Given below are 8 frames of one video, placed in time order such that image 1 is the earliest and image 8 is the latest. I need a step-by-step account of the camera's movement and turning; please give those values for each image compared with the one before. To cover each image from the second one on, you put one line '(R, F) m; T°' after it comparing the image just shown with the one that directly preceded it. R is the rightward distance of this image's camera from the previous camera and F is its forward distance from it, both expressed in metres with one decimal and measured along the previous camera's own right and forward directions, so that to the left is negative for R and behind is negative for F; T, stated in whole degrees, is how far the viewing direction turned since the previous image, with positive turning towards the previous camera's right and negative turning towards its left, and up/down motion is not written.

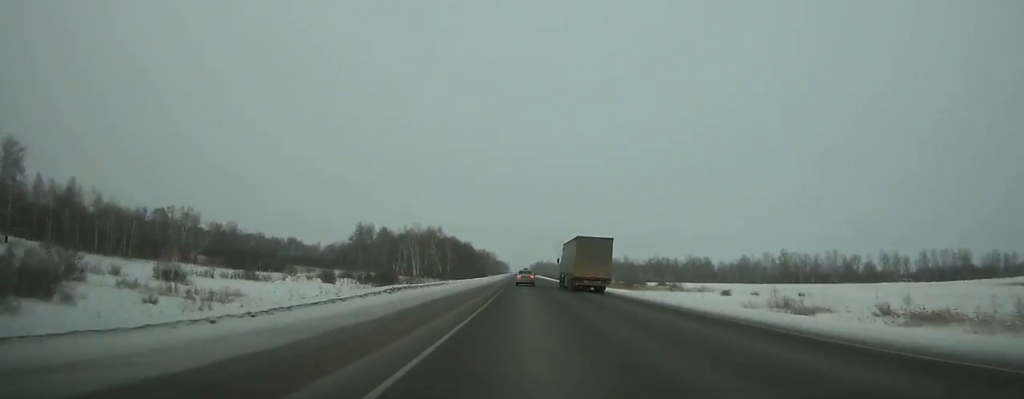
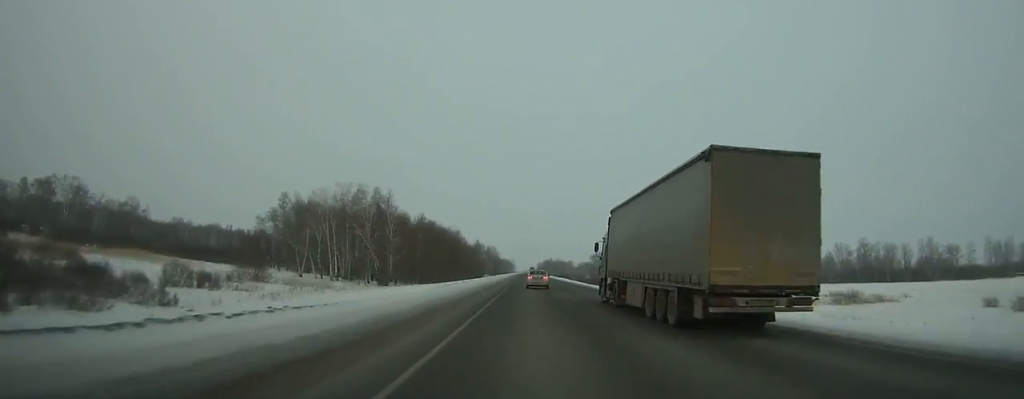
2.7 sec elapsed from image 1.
(-0.2, +87.1) m; 0°
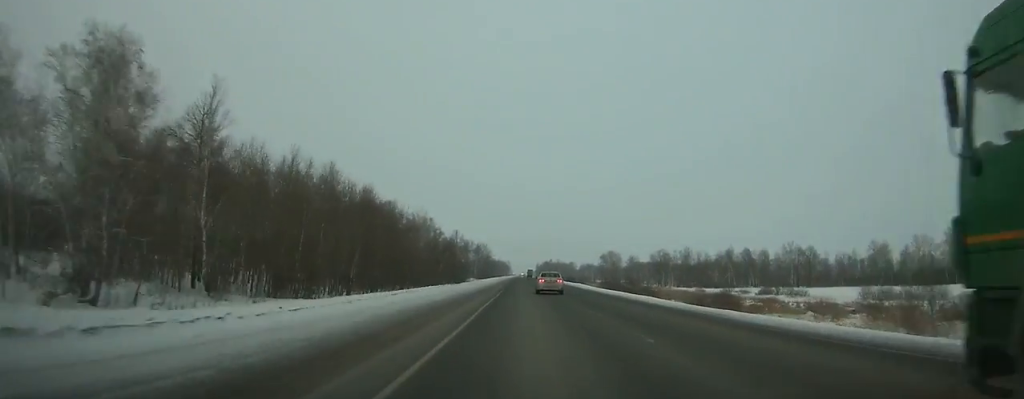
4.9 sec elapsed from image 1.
(+0.1, +70.2) m; 0°
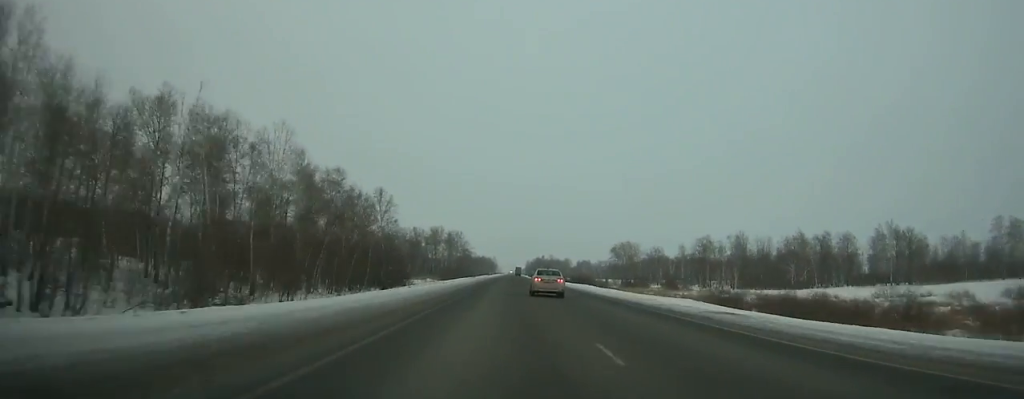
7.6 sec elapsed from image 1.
(+0.1, +84.5) m; 0°
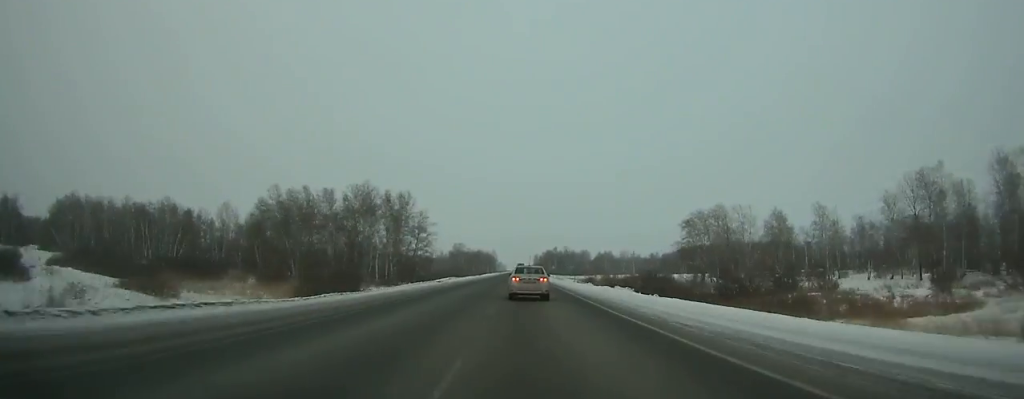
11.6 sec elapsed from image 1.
(-0.7, +119.7) m; -1°
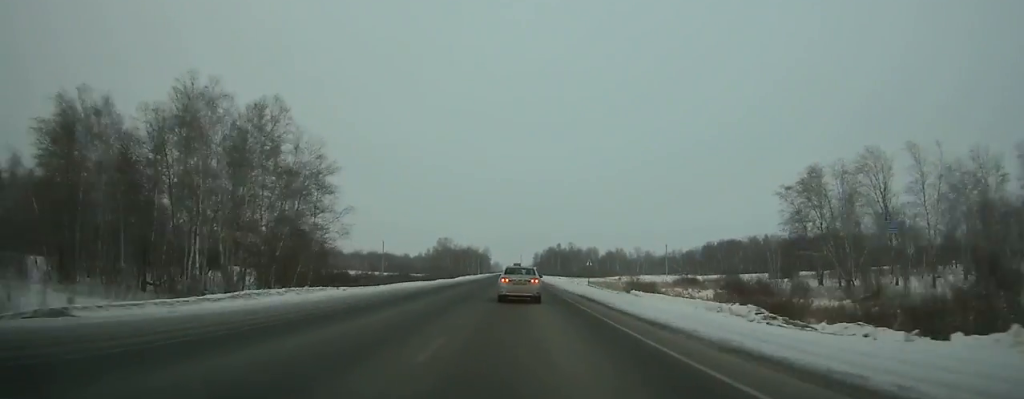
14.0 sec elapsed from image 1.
(-0.2, +67.9) m; 0°
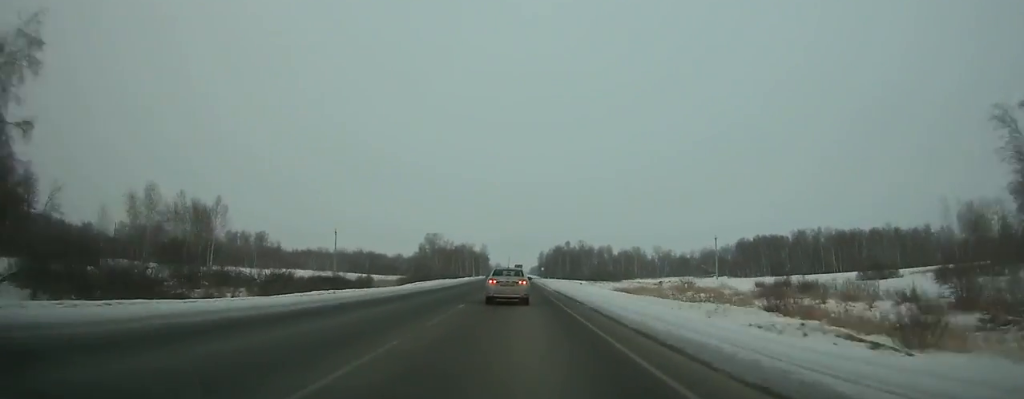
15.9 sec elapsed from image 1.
(0.0, +52.2) m; 0°
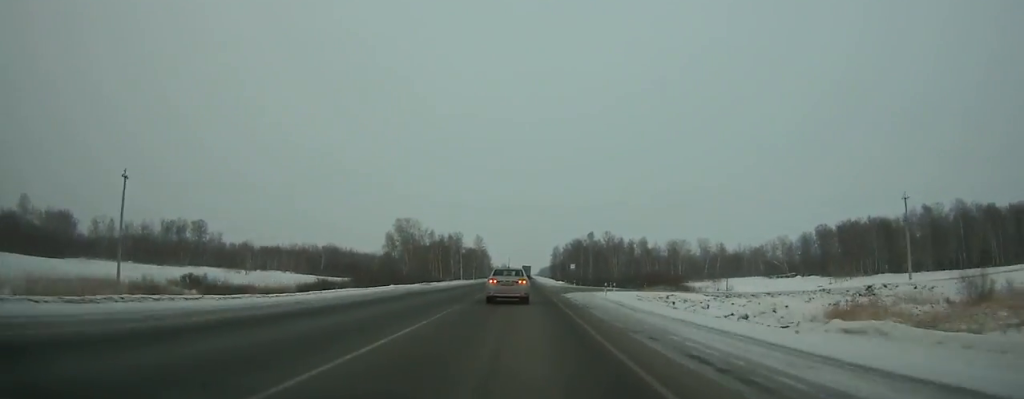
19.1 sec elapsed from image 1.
(-0.5, +84.1) m; 0°
